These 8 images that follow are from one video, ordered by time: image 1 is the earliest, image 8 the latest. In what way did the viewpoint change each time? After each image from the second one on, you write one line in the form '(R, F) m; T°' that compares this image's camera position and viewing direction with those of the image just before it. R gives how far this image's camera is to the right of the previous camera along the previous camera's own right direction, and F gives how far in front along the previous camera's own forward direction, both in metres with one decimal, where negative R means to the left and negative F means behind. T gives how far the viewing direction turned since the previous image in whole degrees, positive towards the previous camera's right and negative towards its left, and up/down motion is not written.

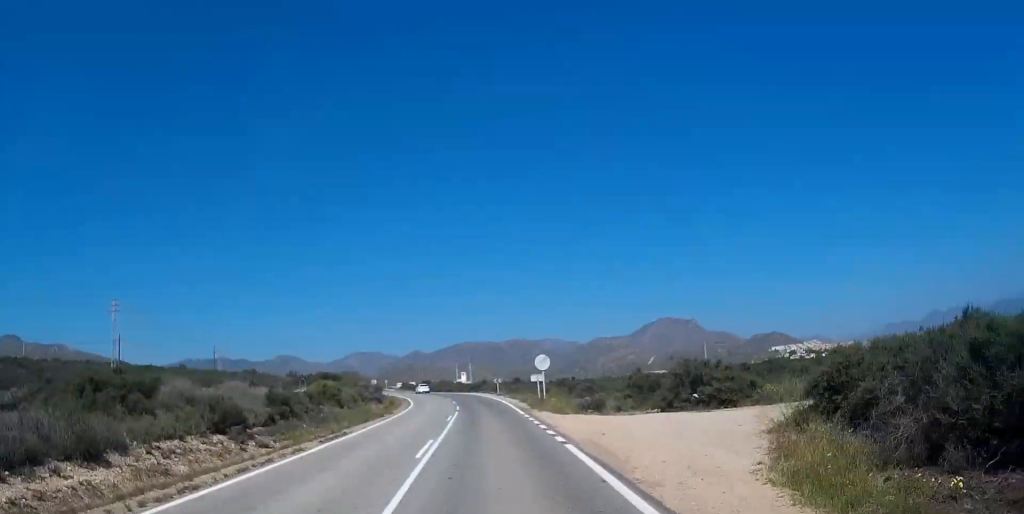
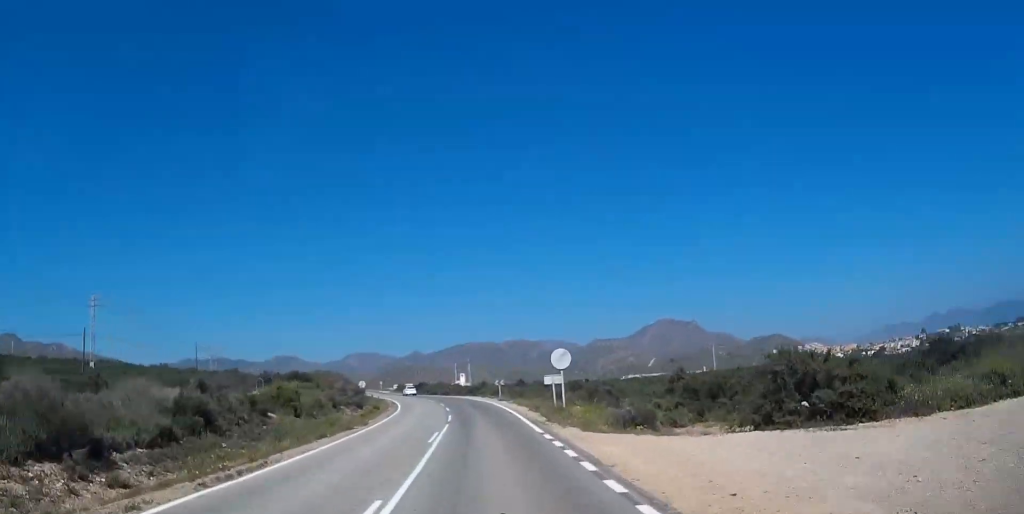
(-0.1, +8.4) m; 0°
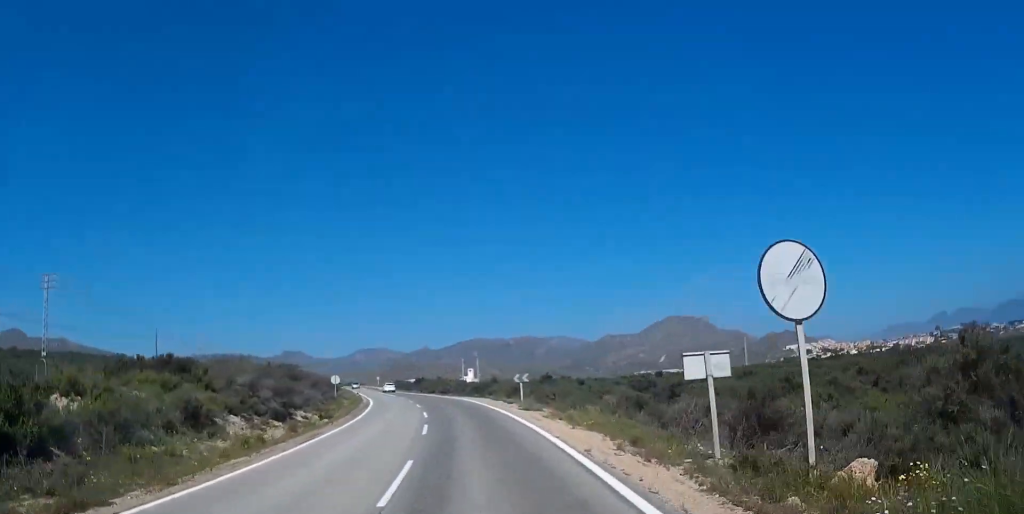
(0.0, +19.5) m; -1°
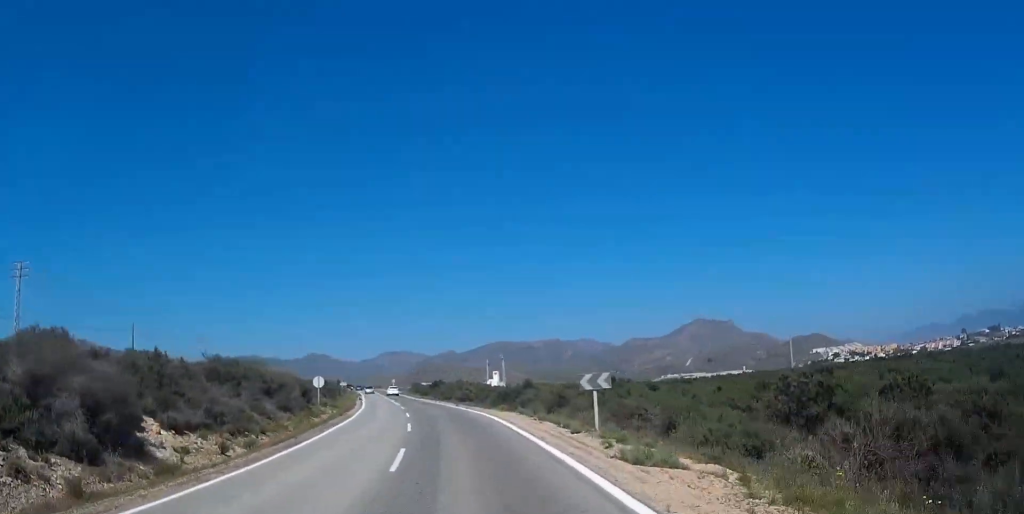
(-0.2, +15.2) m; -2°
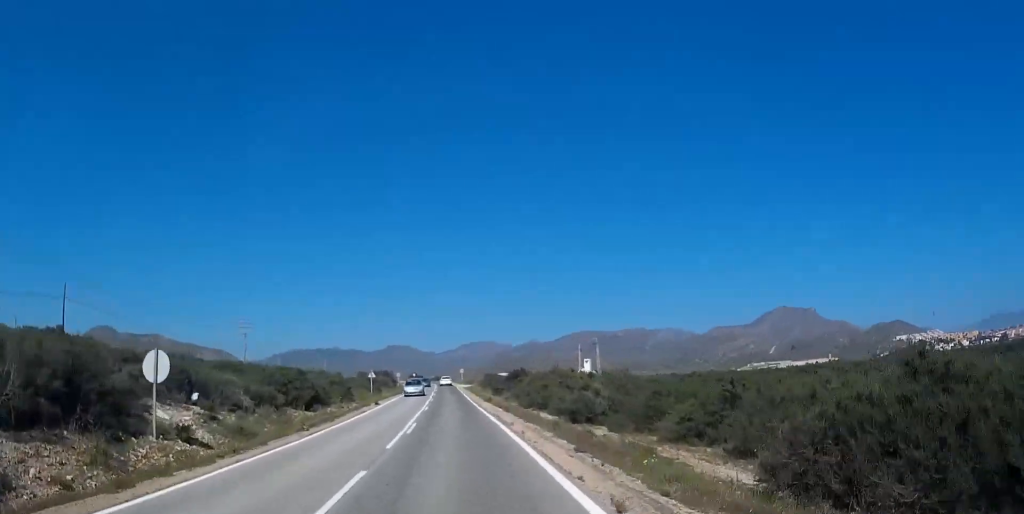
(-0.9, +34.3) m; -2°
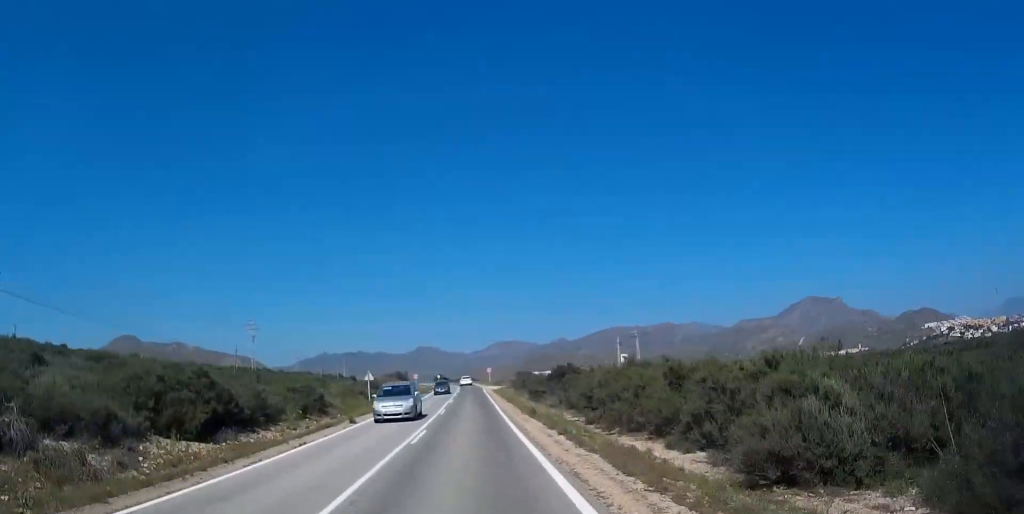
(0.0, +15.6) m; -2°
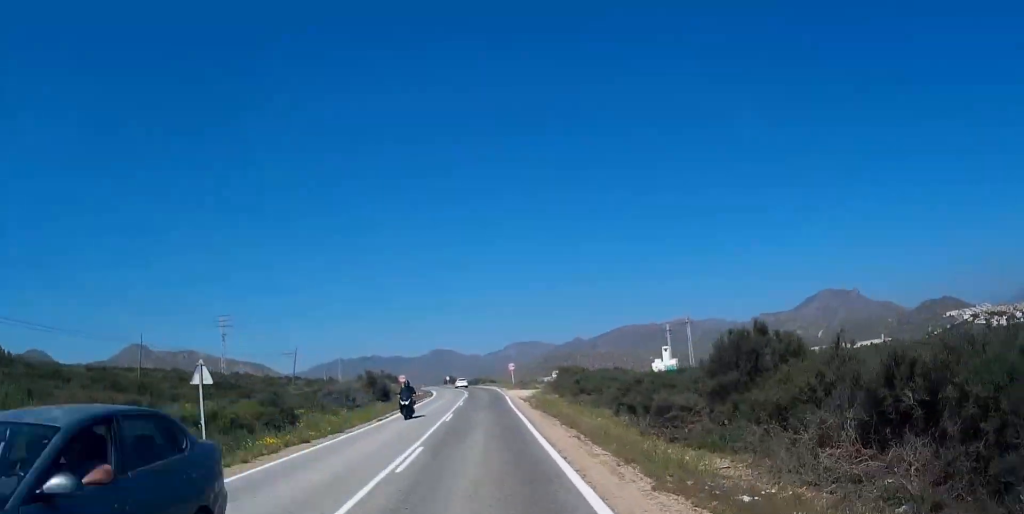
(-2.1, +30.9) m; -7°
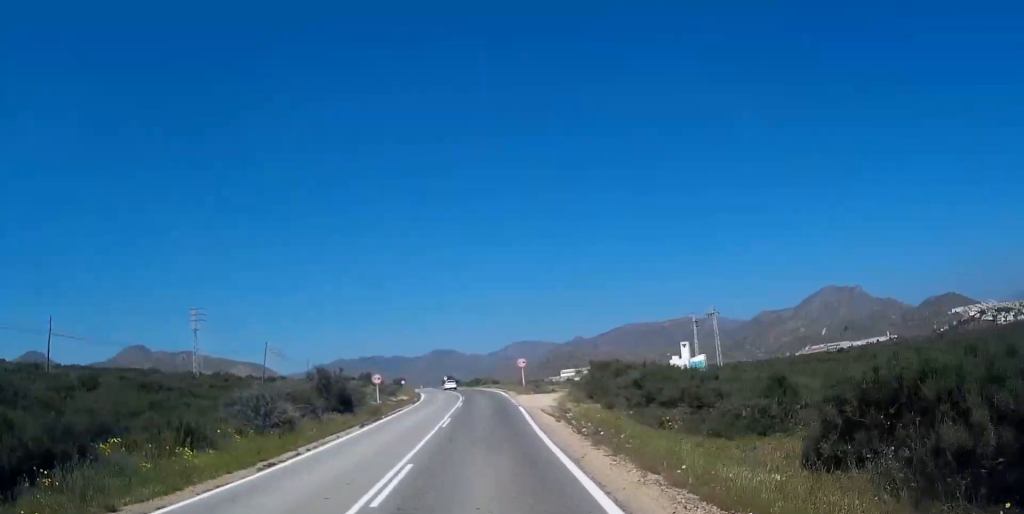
(-0.4, +15.4) m; -2°
